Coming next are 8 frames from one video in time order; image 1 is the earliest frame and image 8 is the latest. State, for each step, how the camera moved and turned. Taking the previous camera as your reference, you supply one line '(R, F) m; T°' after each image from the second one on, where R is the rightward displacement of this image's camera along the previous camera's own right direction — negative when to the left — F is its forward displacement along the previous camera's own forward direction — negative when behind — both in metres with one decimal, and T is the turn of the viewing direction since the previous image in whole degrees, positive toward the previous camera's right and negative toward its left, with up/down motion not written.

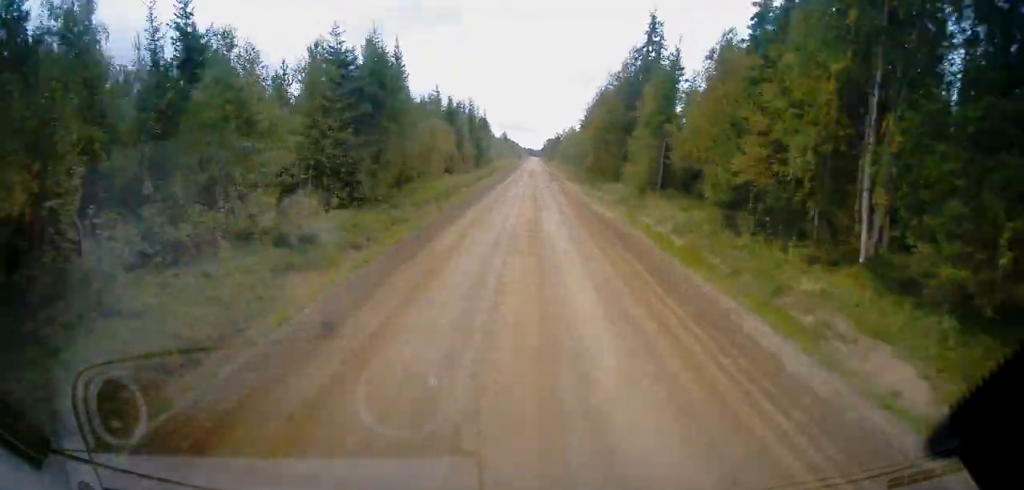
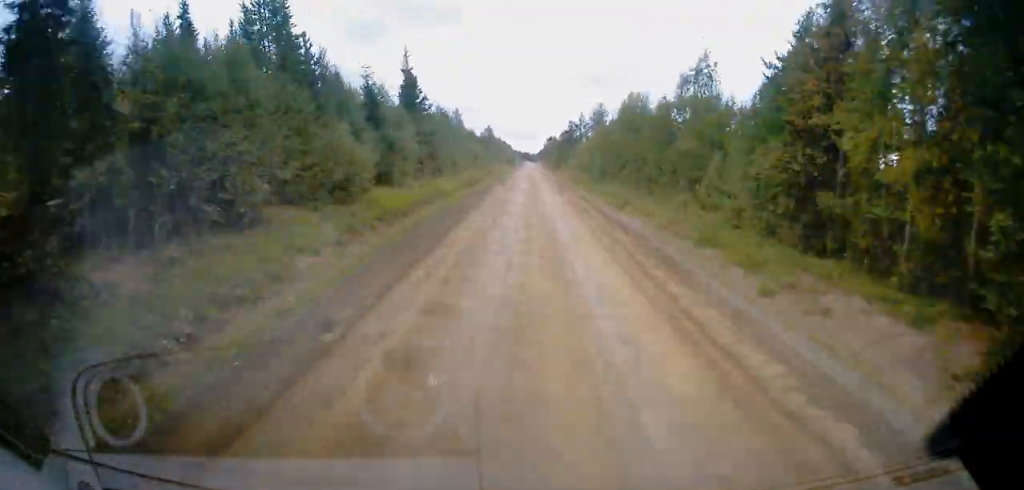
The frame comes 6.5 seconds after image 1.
(+0.3, +76.4) m; +1°
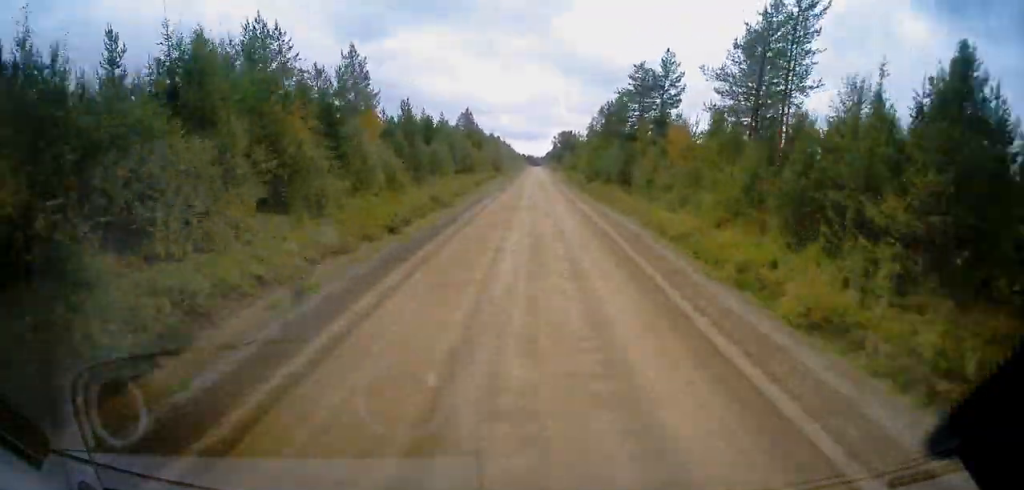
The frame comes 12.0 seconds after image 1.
(+0.2, +69.6) m; 0°
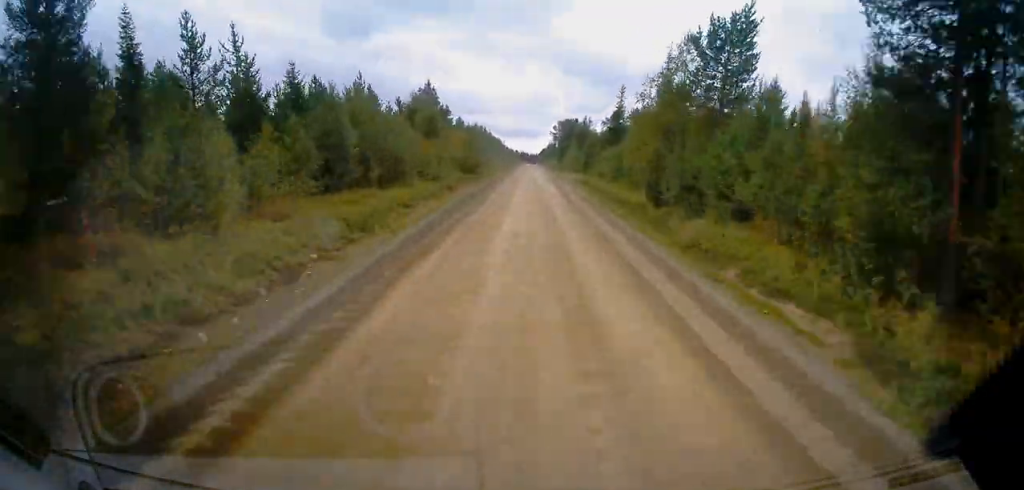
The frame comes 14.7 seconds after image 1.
(+0.1, +34.8) m; 0°
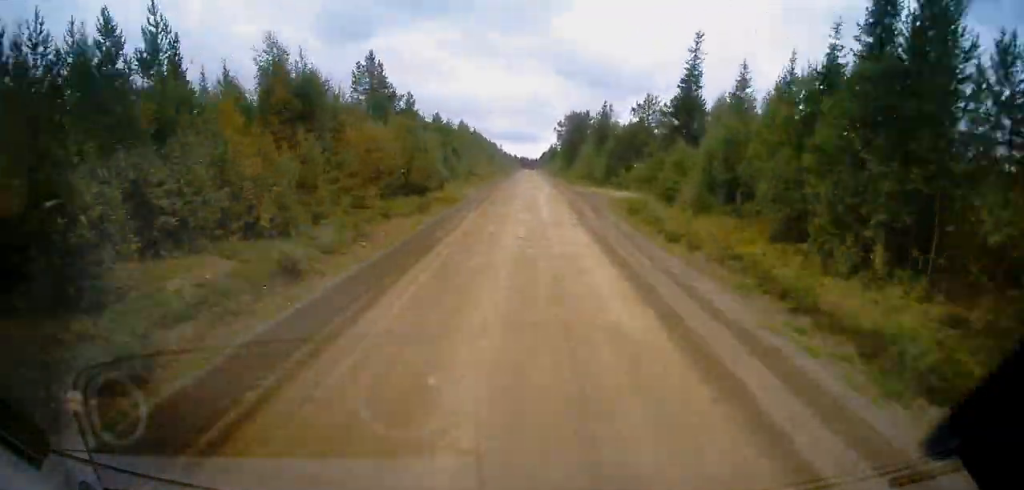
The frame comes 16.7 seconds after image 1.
(+0.2, +25.4) m; 0°
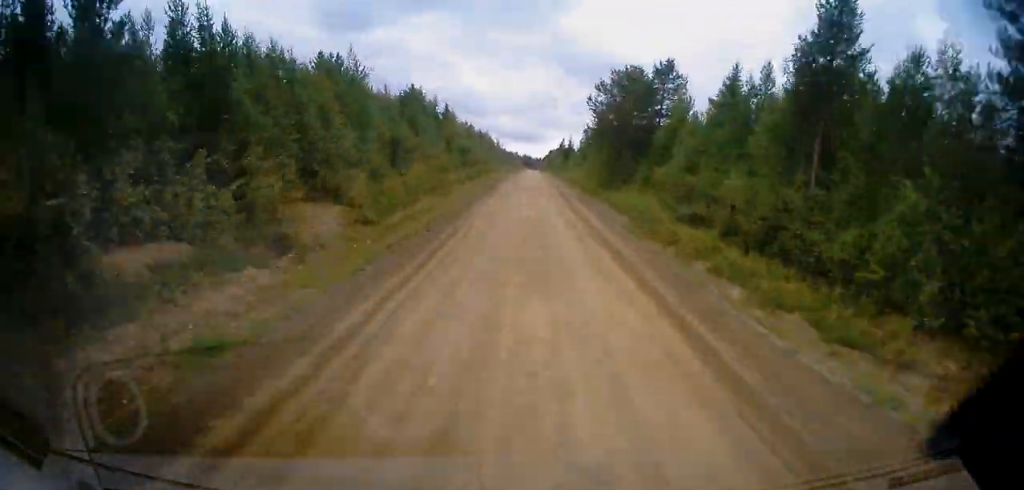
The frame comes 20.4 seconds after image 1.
(-0.1, +49.1) m; 0°
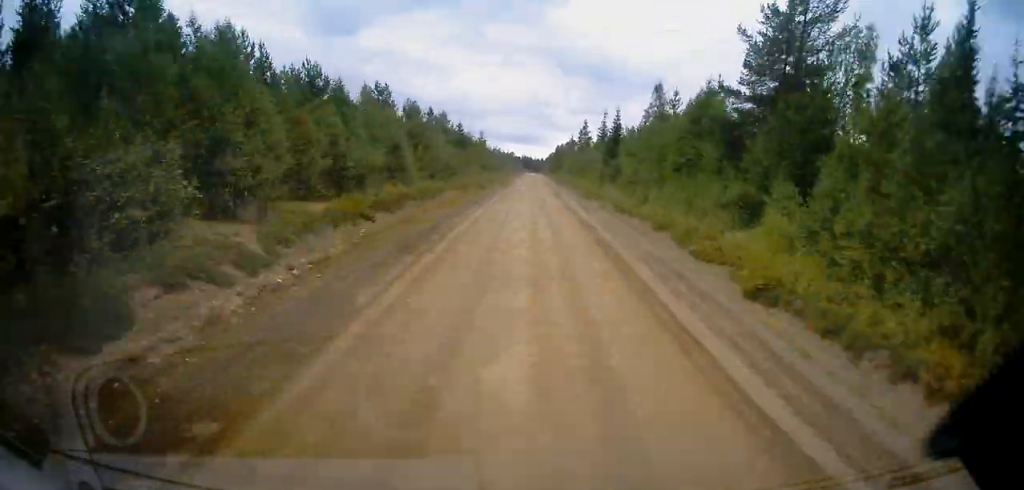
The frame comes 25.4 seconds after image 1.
(-0.2, +65.9) m; 0°
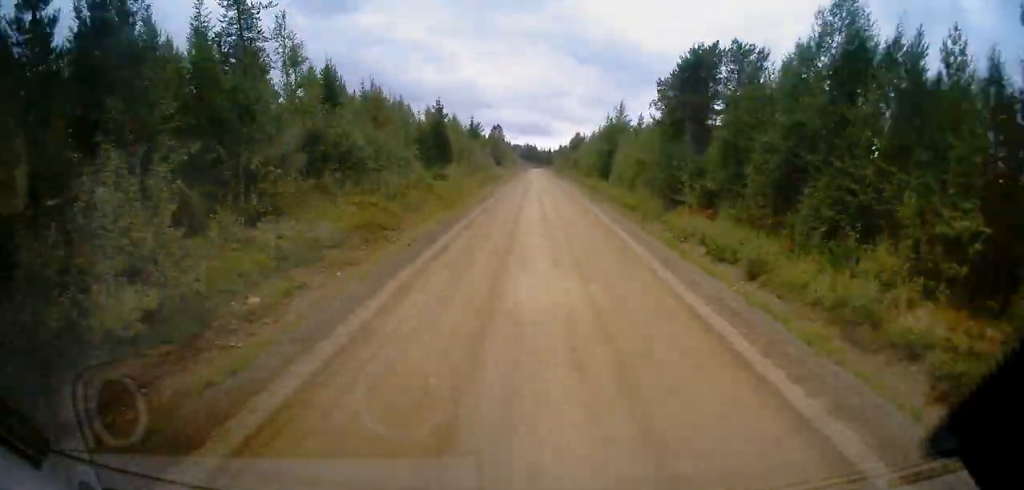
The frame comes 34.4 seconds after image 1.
(0.0, +122.6) m; 0°
